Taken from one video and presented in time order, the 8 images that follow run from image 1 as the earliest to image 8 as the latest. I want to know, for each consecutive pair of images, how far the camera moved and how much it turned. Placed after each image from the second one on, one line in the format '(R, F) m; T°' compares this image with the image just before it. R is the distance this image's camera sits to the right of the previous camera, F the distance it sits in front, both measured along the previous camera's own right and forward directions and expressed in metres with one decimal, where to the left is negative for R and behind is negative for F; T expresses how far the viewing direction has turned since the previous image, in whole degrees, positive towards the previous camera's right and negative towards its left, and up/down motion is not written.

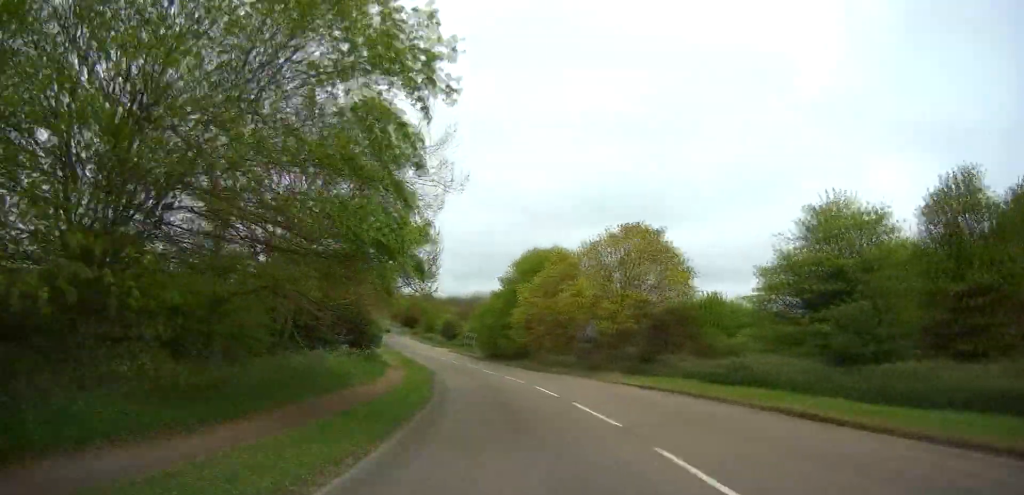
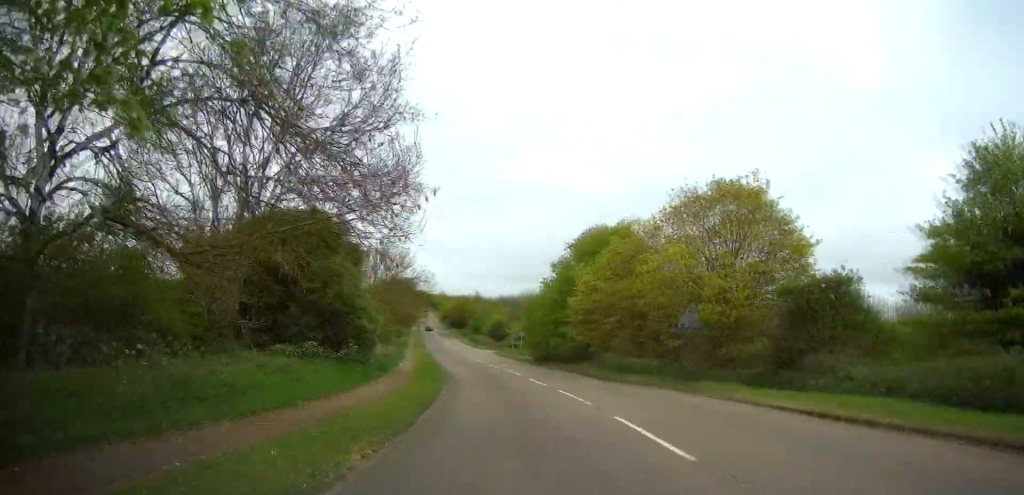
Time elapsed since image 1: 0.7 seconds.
(-0.4, +11.7) m; -3°
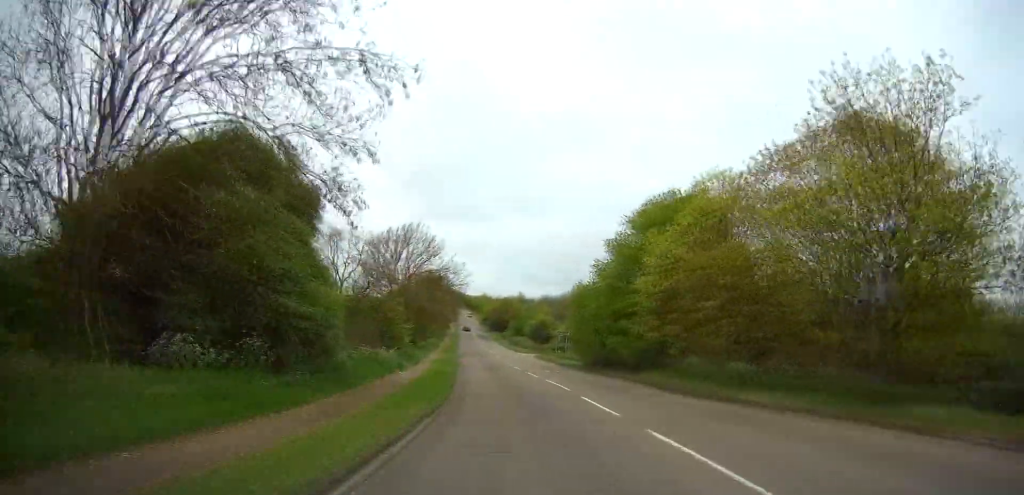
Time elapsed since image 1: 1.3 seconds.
(+0.2, +10.6) m; -3°
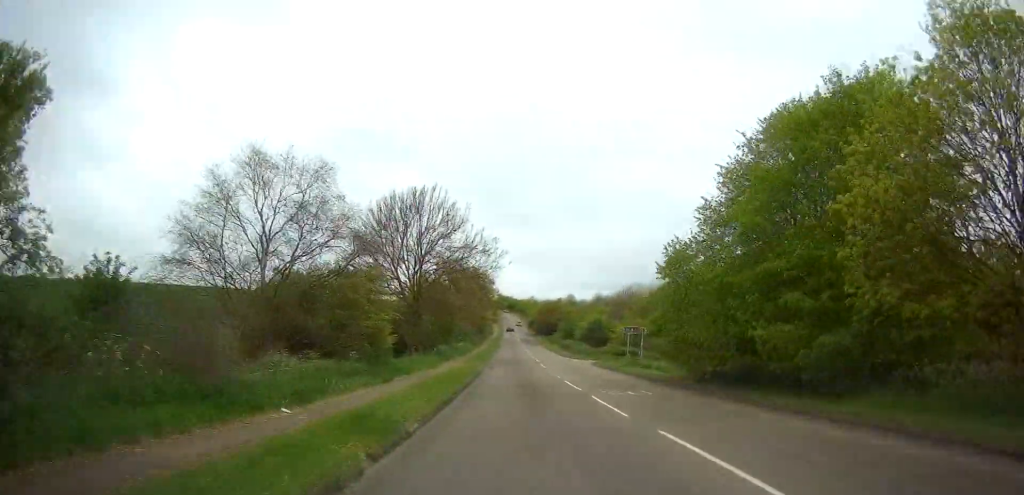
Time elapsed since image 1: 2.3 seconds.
(-1.1, +16.2) m; -5°
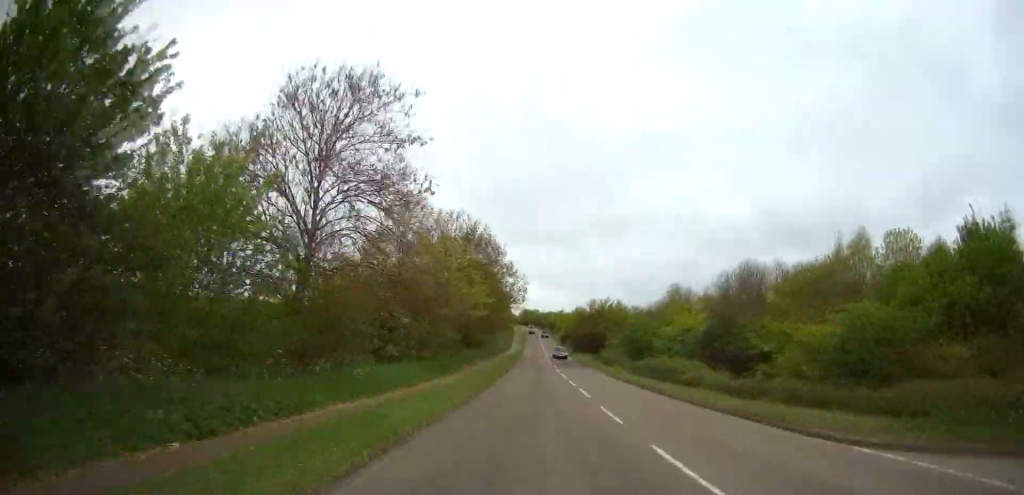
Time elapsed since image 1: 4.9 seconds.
(-3.1, +50.5) m; -5°
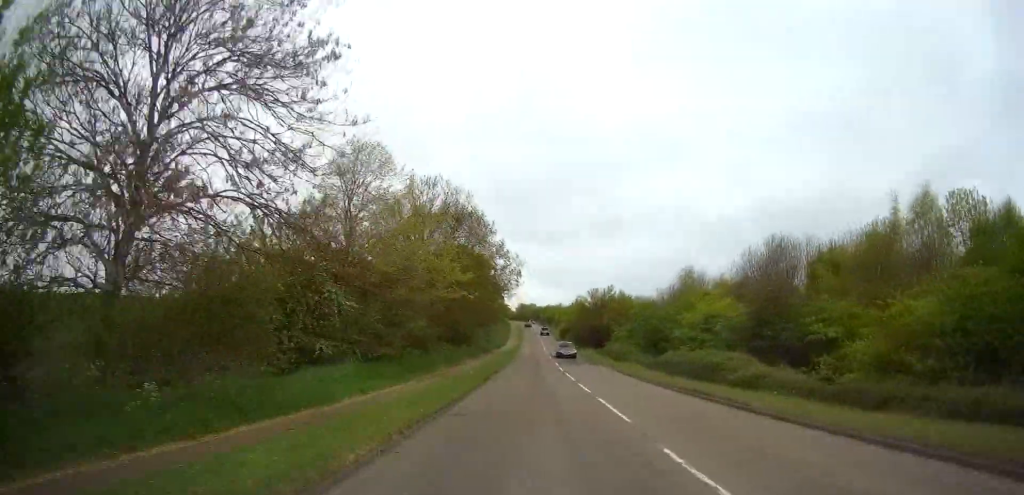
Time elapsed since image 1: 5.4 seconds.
(0.0, +9.1) m; 0°
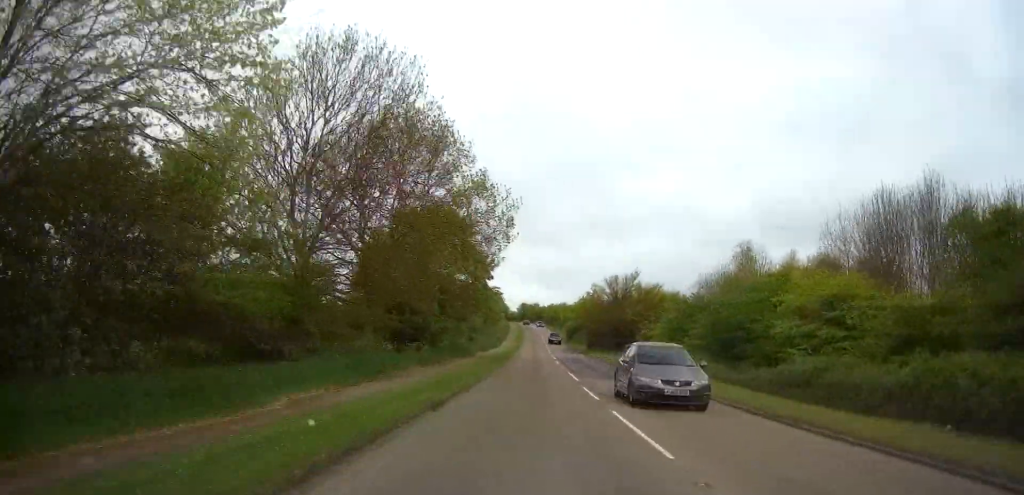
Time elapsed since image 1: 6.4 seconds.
(0.0, +20.3) m; 0°
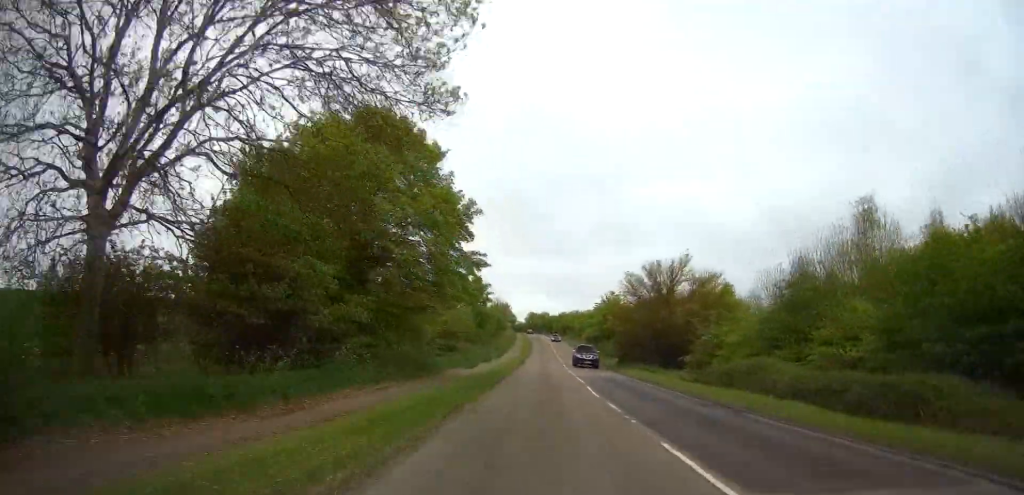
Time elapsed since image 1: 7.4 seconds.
(+0.2, +20.6) m; 0°
